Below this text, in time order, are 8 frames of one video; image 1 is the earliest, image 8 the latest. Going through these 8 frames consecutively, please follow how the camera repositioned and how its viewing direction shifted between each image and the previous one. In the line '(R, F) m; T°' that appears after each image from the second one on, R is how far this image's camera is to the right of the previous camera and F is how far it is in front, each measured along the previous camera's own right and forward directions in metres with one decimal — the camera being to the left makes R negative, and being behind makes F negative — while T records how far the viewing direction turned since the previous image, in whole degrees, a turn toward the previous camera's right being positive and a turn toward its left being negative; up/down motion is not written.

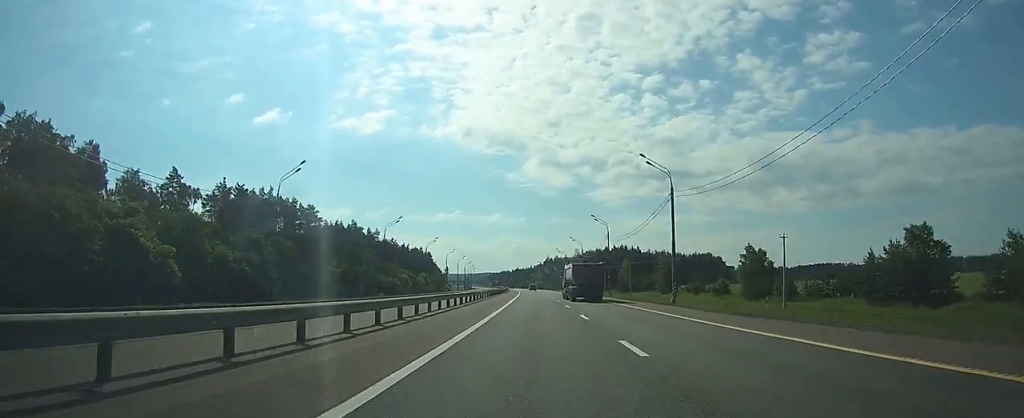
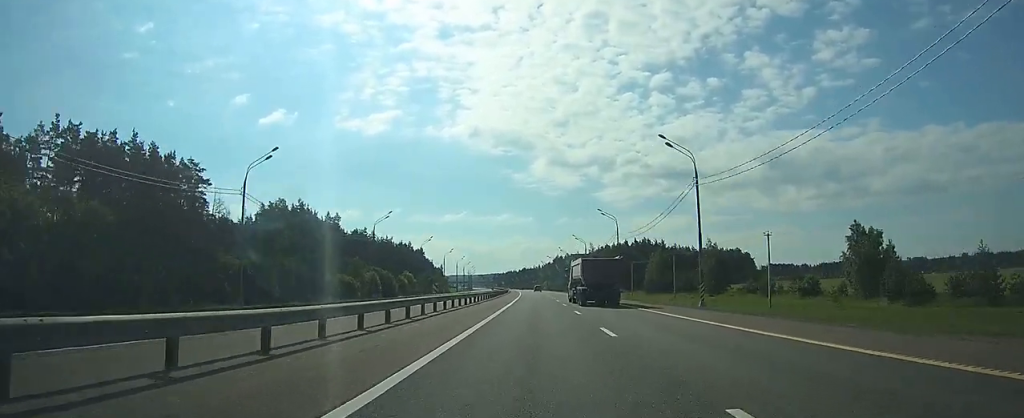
(-0.2, +43.4) m; -1°
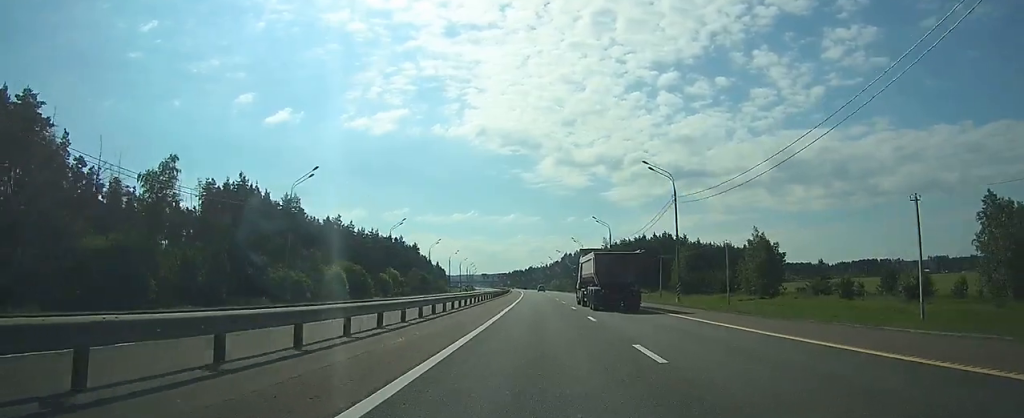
(-0.3, +28.9) m; -1°
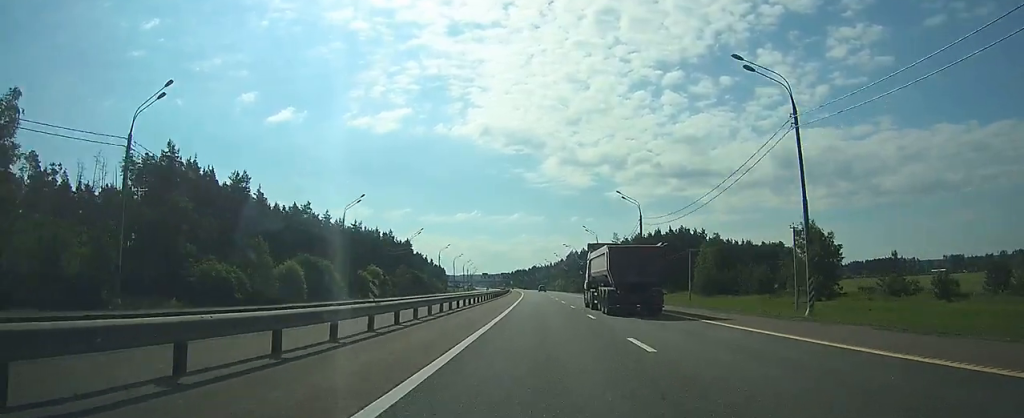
(0.0, +22.3) m; 0°
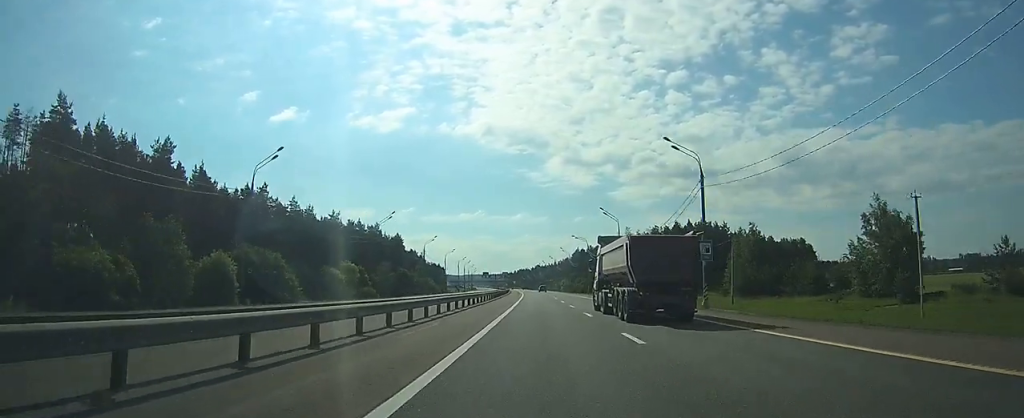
(-0.1, +22.3) m; 0°
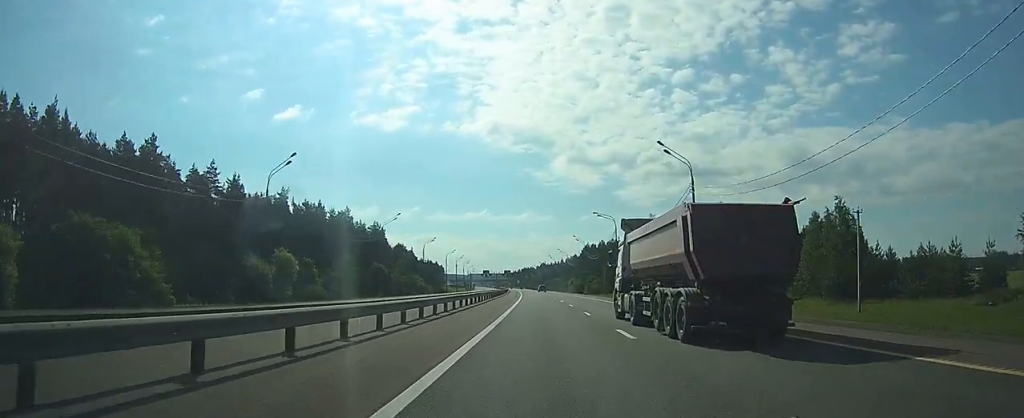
(-0.3, +34.6) m; -1°
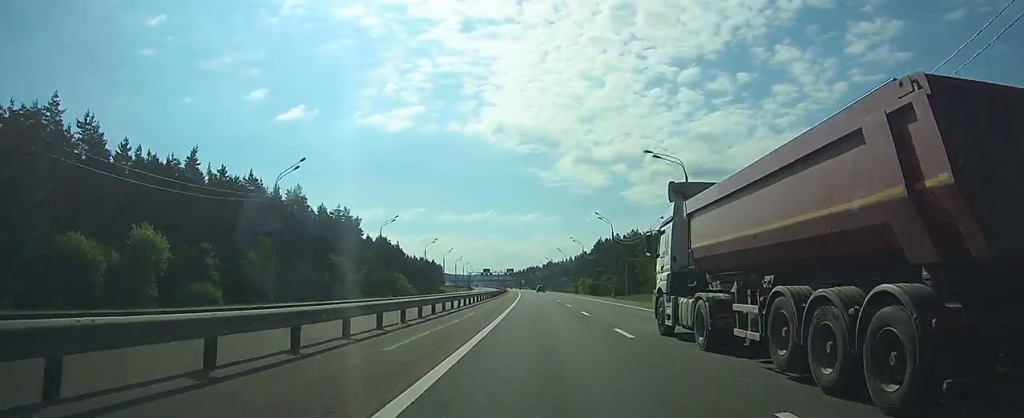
(-0.2, +35.7) m; -1°
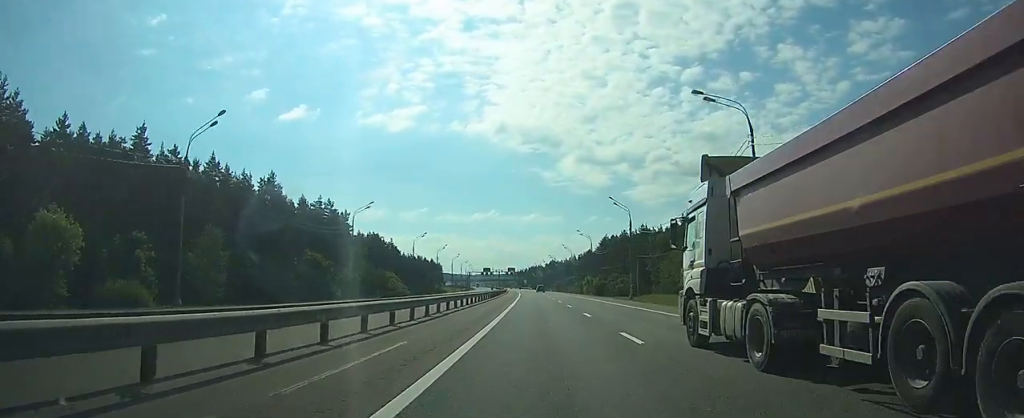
(0.0, +13.4) m; 0°
